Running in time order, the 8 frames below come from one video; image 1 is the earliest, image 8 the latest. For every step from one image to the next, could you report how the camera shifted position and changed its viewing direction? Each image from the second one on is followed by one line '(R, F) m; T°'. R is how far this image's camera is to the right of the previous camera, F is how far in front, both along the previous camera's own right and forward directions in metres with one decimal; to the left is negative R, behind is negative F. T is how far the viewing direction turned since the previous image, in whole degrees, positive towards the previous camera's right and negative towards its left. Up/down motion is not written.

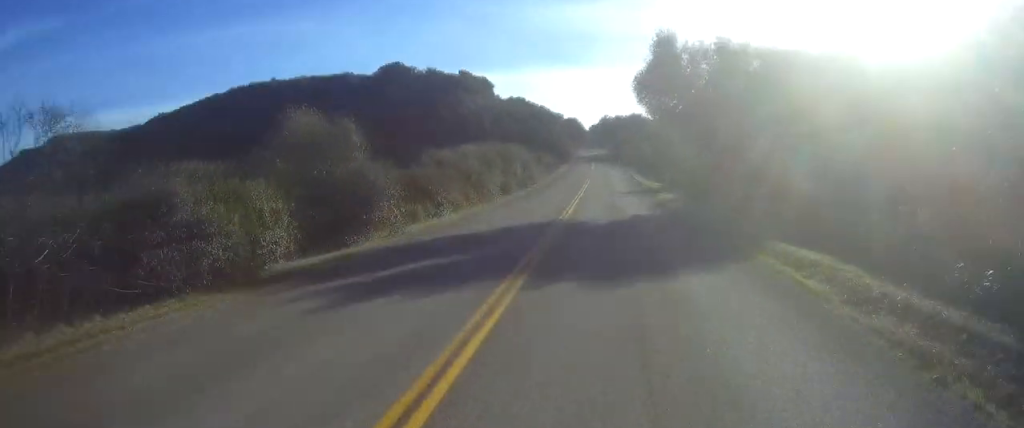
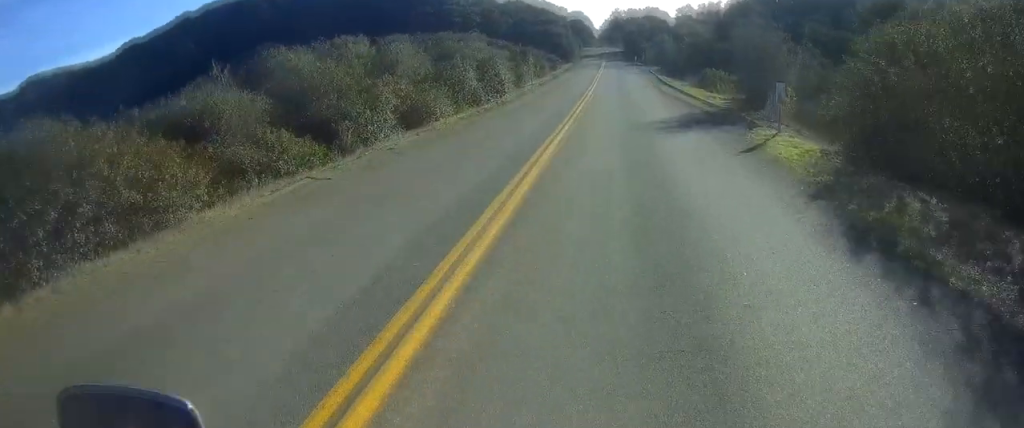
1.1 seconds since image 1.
(-0.2, +23.6) m; -1°
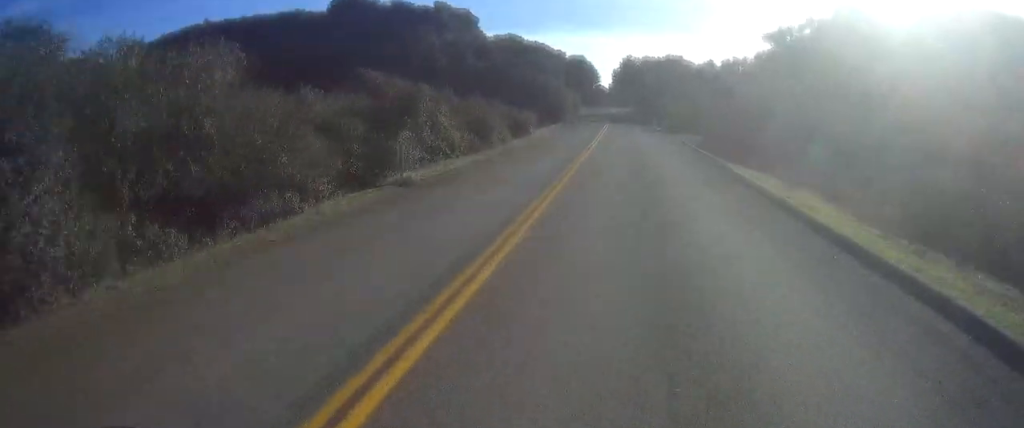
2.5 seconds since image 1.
(0.0, +30.6) m; 0°
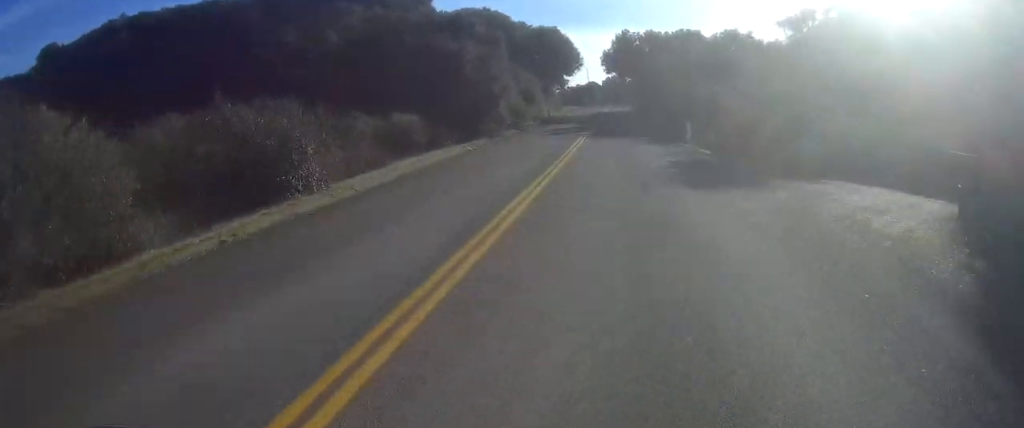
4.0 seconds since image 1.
(+0.4, +33.7) m; +1°
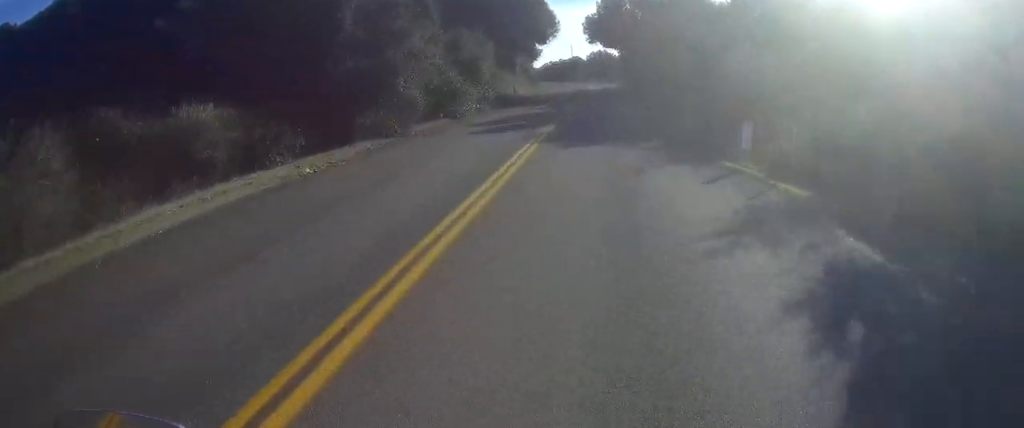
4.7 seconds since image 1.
(0.0, +13.4) m; 0°
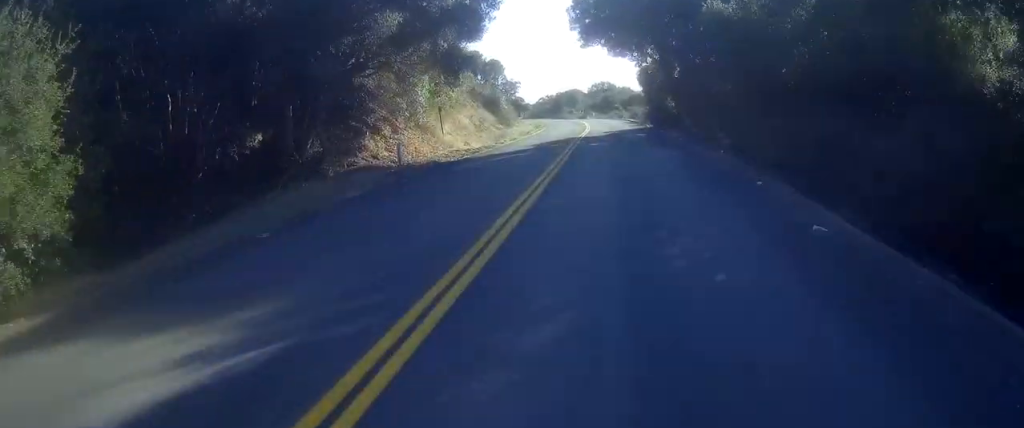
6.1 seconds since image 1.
(0.0, +32.0) m; -1°
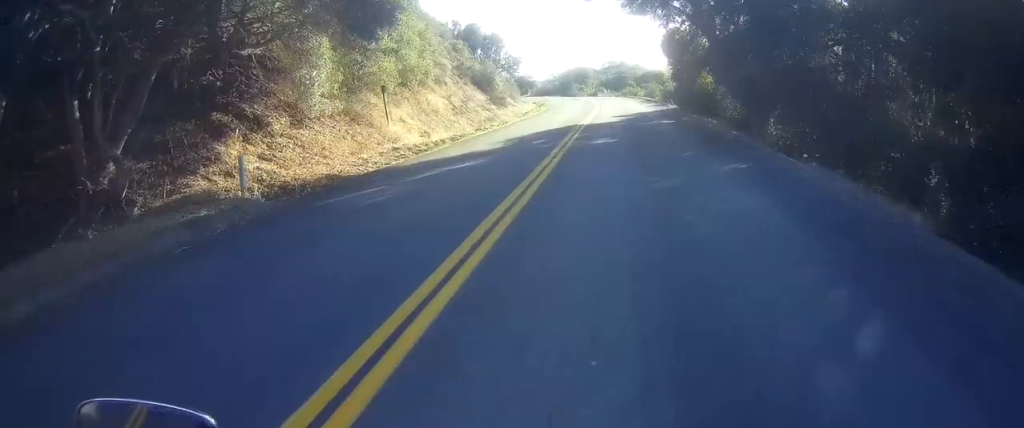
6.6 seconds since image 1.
(-0.2, +11.1) m; -1°
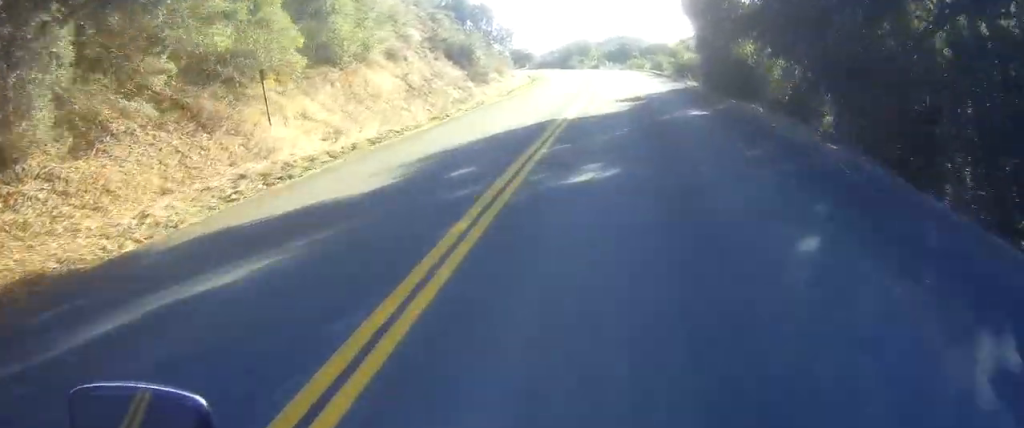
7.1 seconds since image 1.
(-0.1, +9.6) m; 0°
